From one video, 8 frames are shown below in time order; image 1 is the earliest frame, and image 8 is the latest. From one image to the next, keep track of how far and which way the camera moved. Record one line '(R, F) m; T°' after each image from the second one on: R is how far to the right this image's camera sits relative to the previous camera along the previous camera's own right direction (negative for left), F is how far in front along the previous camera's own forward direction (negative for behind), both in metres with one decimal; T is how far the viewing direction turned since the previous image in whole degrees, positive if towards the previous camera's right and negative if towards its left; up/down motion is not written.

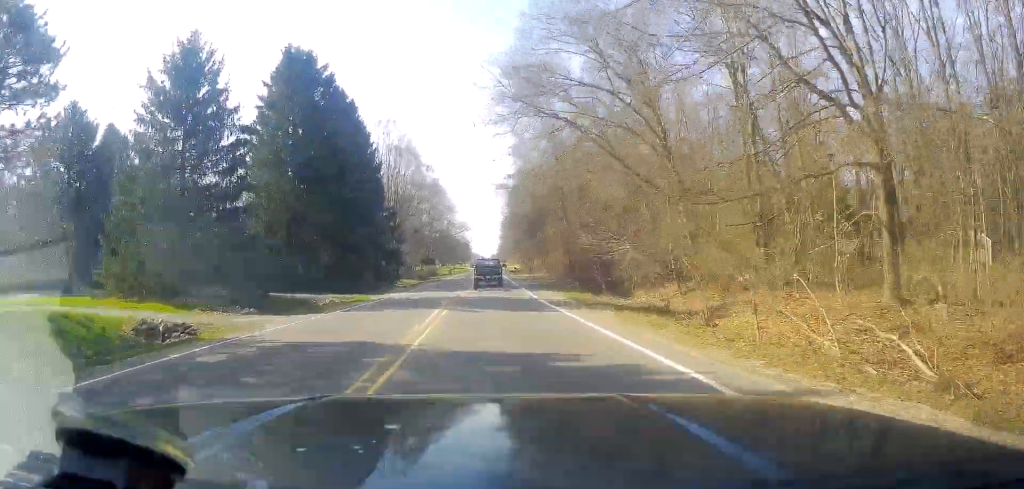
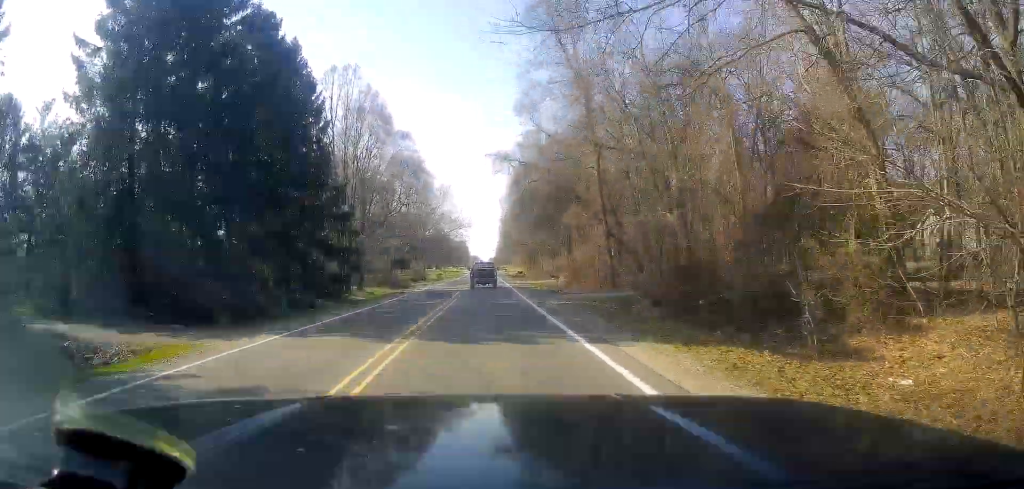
(0.0, +22.0) m; -2°
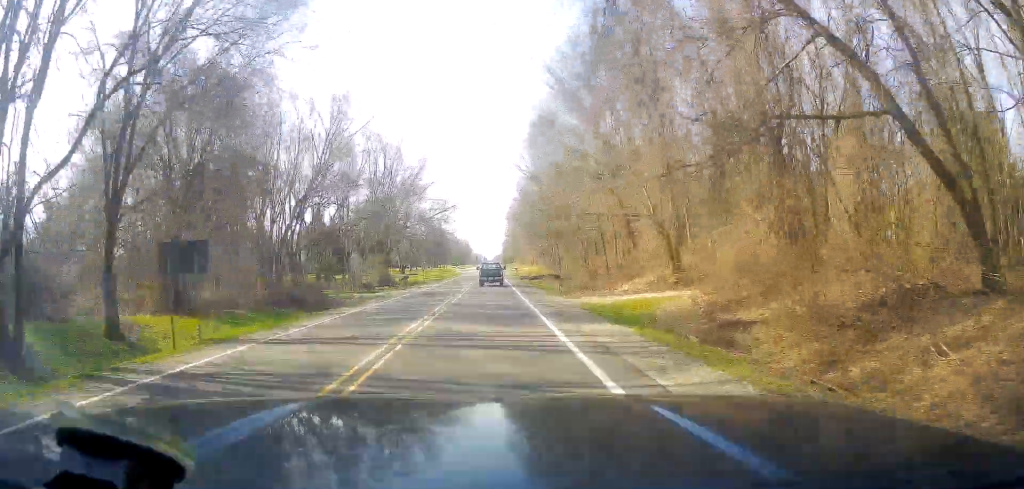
(0.0, +40.7) m; +2°
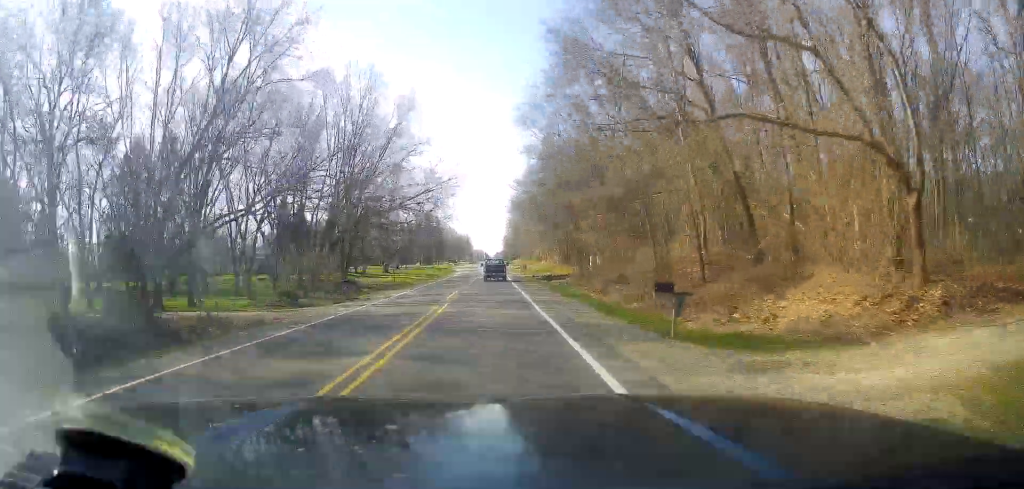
(-0.2, +23.2) m; -2°
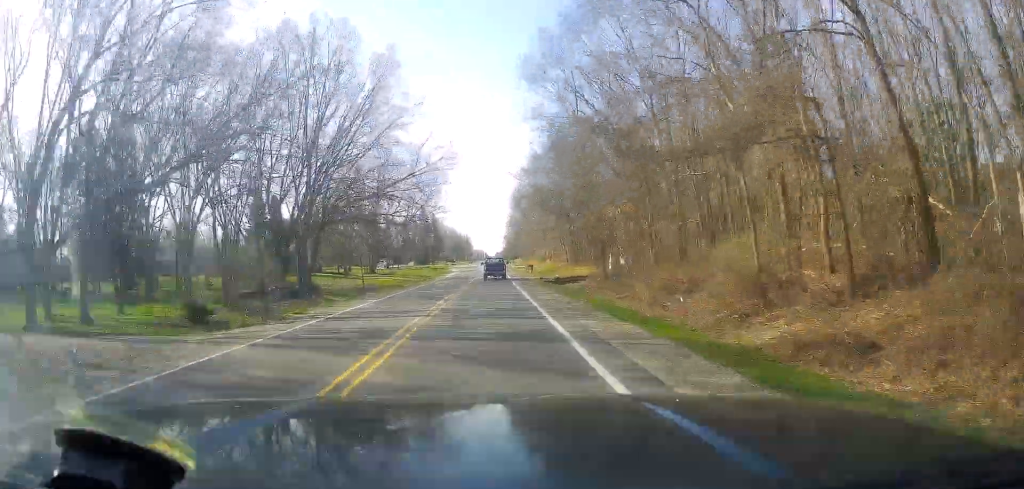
(-0.4, +12.6) m; -1°
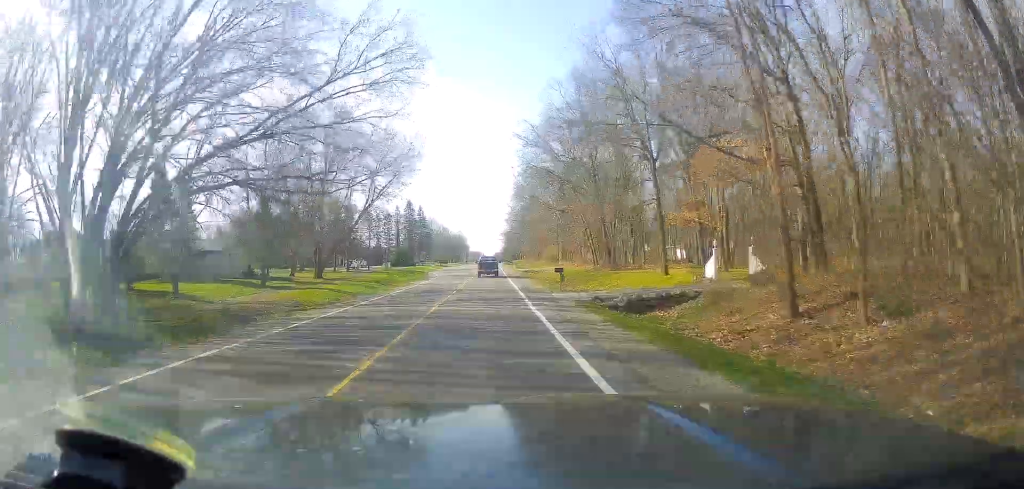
(+0.5, +30.4) m; +2°
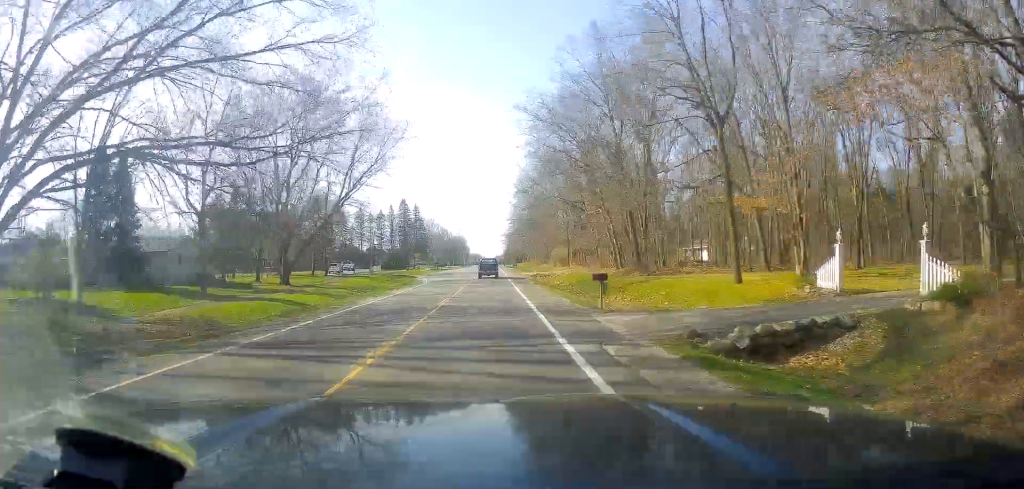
(+0.3, +12.8) m; -1°
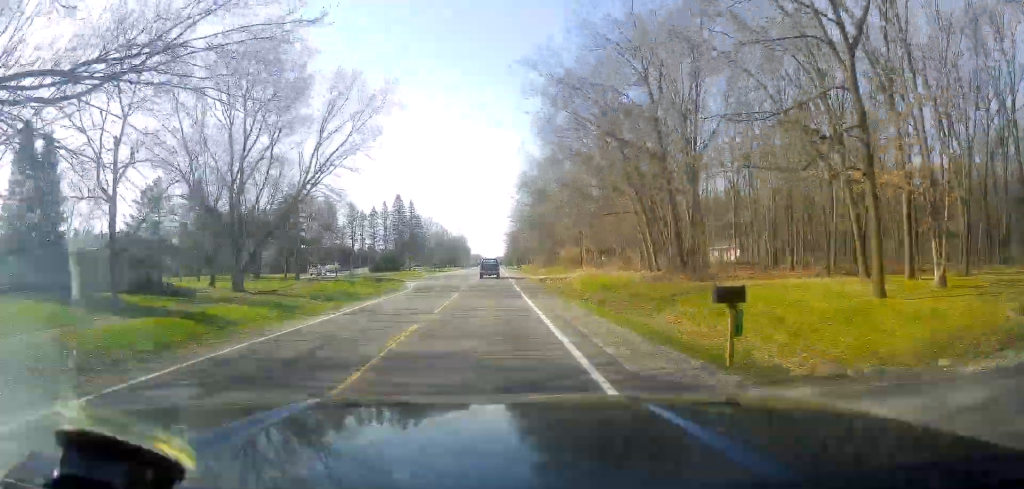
(-0.1, +12.2) m; -1°
